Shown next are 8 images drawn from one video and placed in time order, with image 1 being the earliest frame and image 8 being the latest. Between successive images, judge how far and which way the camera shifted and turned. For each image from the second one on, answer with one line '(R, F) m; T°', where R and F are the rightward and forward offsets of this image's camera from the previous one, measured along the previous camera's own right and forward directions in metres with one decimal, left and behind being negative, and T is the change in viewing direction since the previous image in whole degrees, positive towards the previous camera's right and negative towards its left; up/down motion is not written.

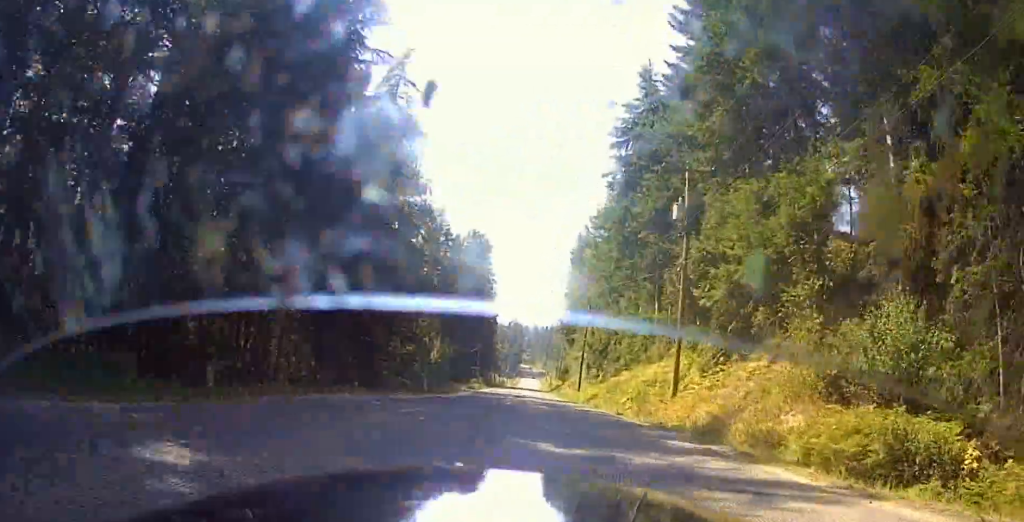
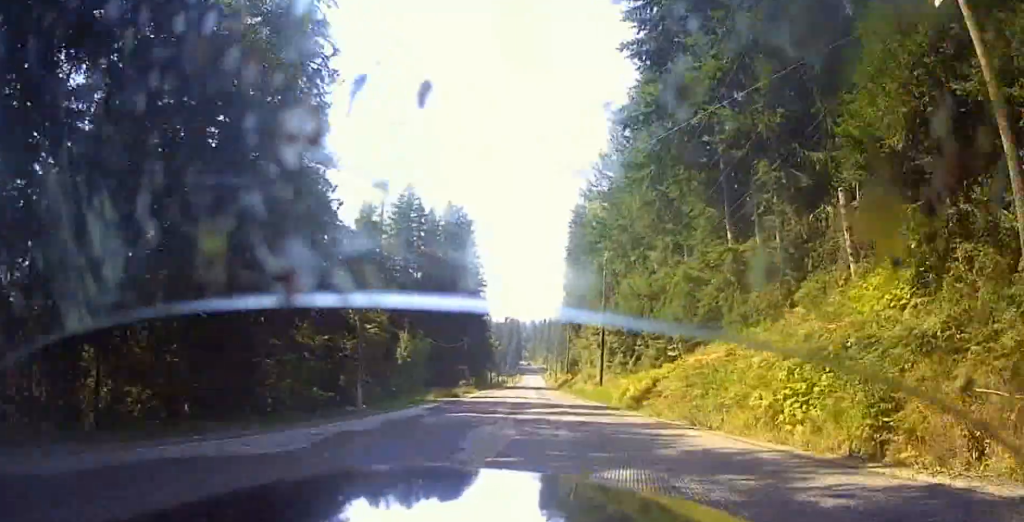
(-0.1, +21.4) m; 0°
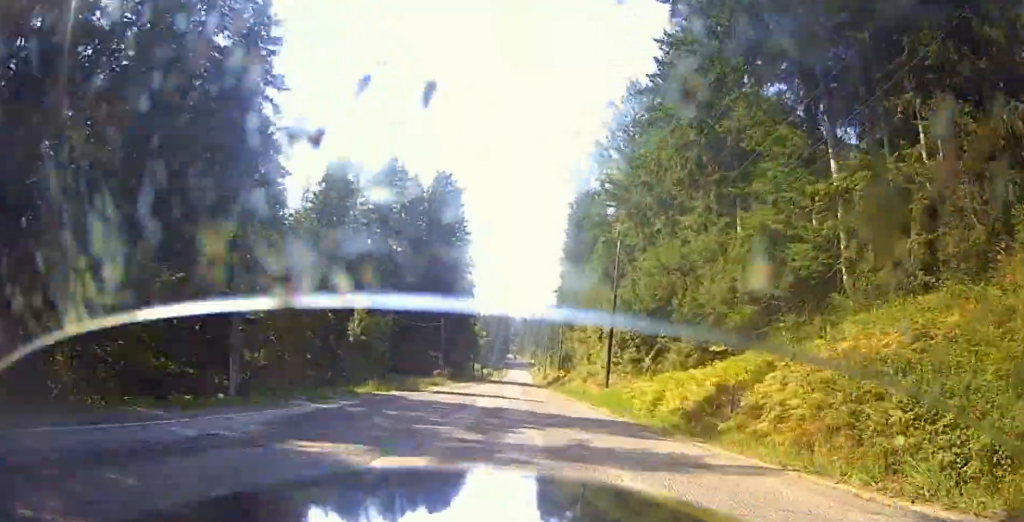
(0.0, +11.8) m; 0°
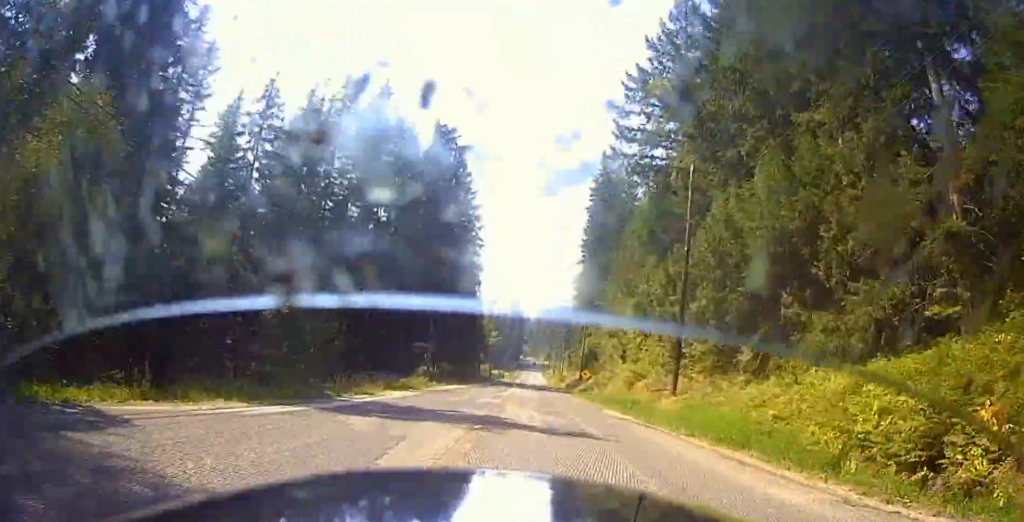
(+0.1, +16.1) m; +1°
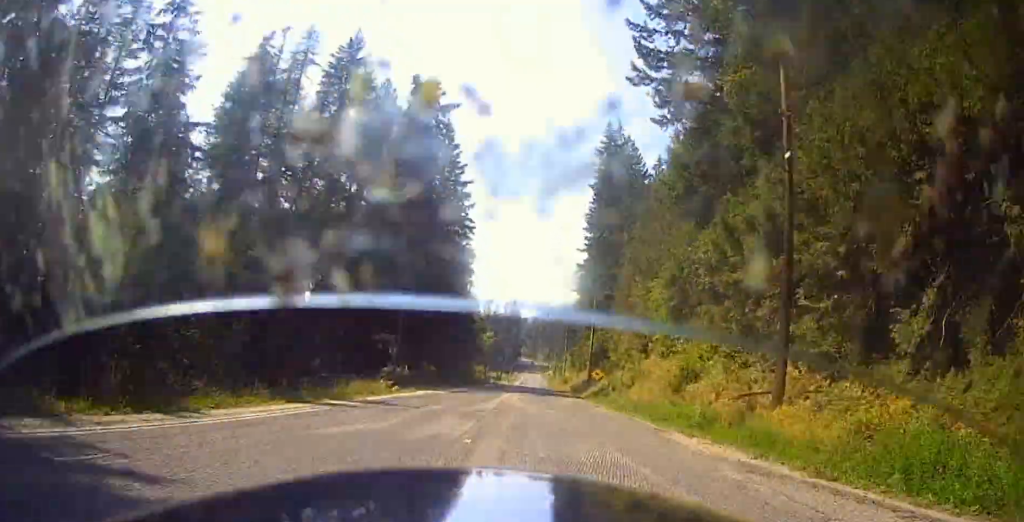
(+0.1, +12.2) m; 0°
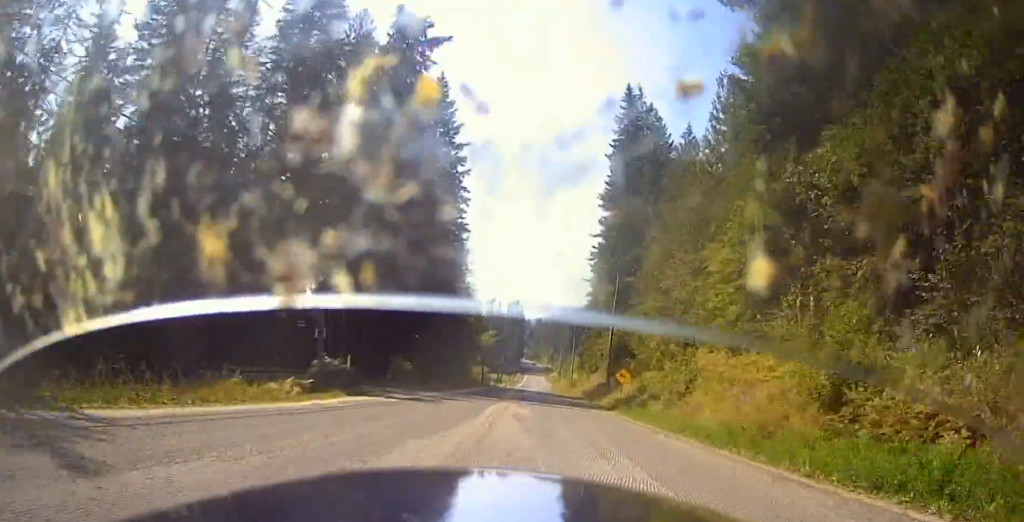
(0.0, +13.8) m; 0°
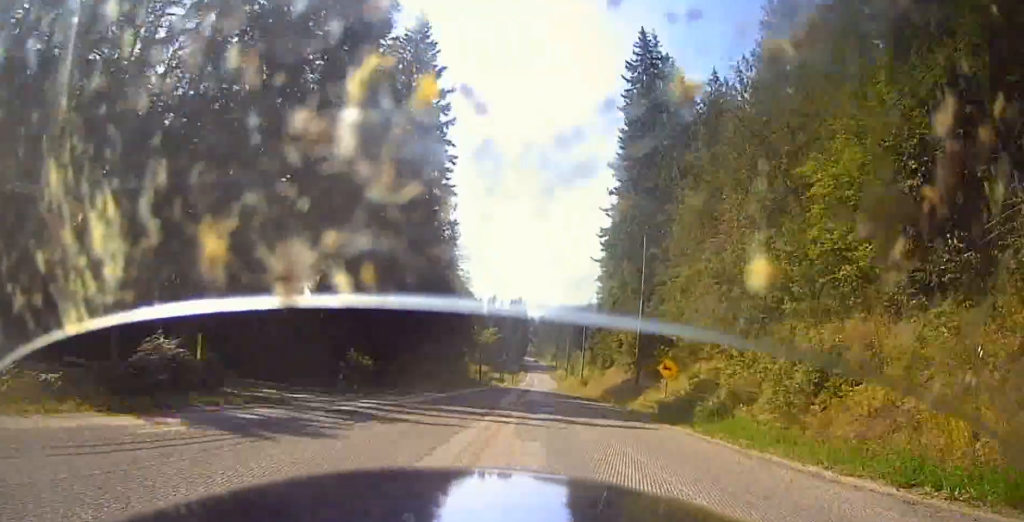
(0.0, +13.3) m; 0°
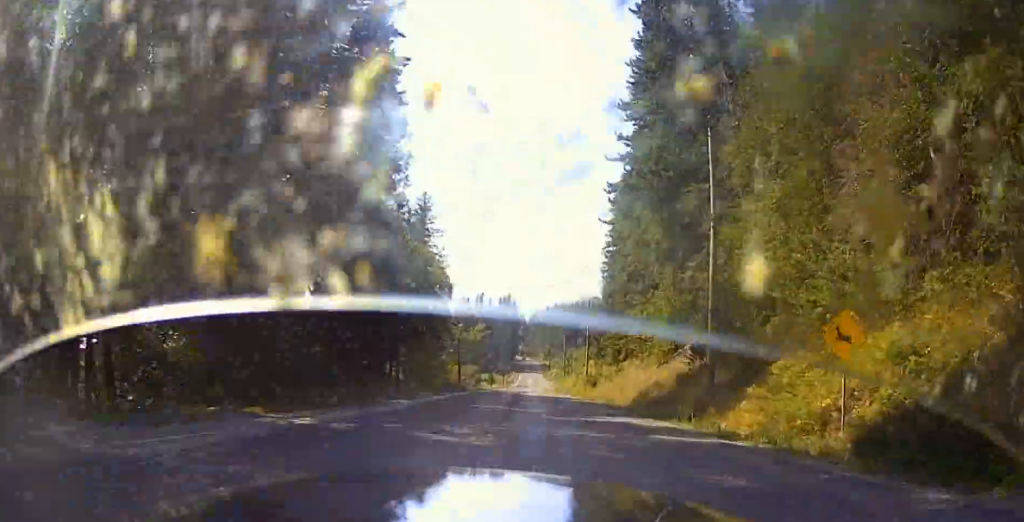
(+0.1, +20.2) m; 0°
